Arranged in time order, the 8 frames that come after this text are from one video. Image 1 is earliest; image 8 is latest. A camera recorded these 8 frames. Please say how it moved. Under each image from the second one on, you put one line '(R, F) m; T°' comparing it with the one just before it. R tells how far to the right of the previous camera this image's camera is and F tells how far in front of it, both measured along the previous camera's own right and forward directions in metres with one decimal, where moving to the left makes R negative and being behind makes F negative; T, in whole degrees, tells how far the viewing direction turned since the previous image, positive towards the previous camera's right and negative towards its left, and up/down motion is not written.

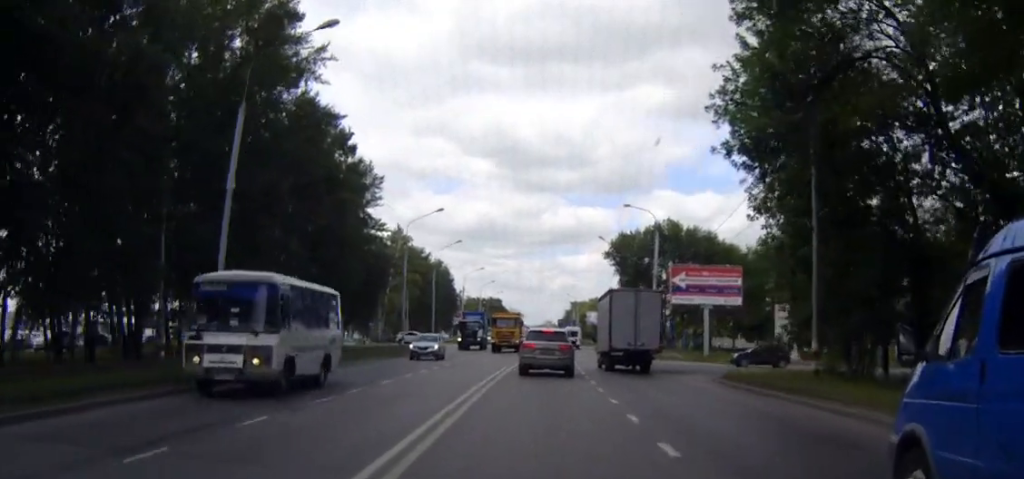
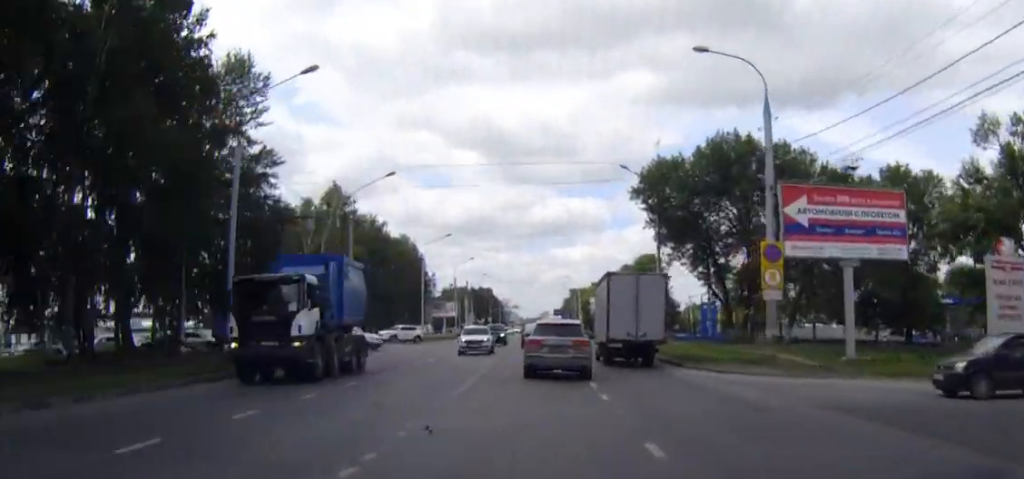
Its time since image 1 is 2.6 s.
(+0.8, +34.8) m; +2°
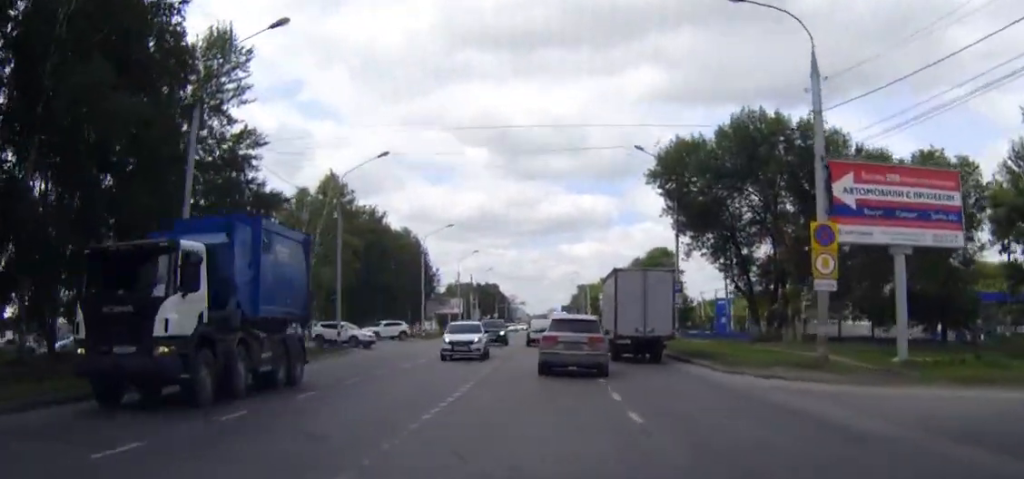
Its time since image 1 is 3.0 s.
(0.0, +5.1) m; 0°
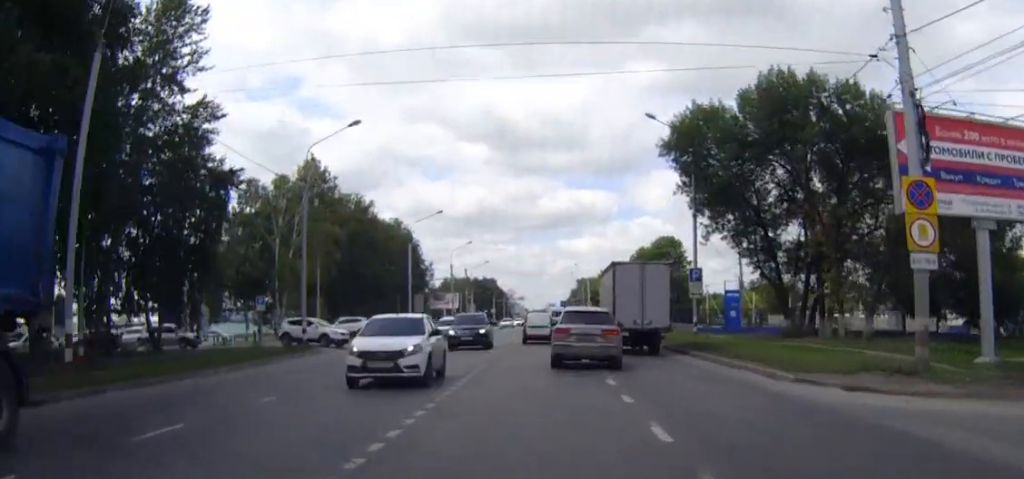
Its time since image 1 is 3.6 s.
(+0.1, +7.0) m; 0°
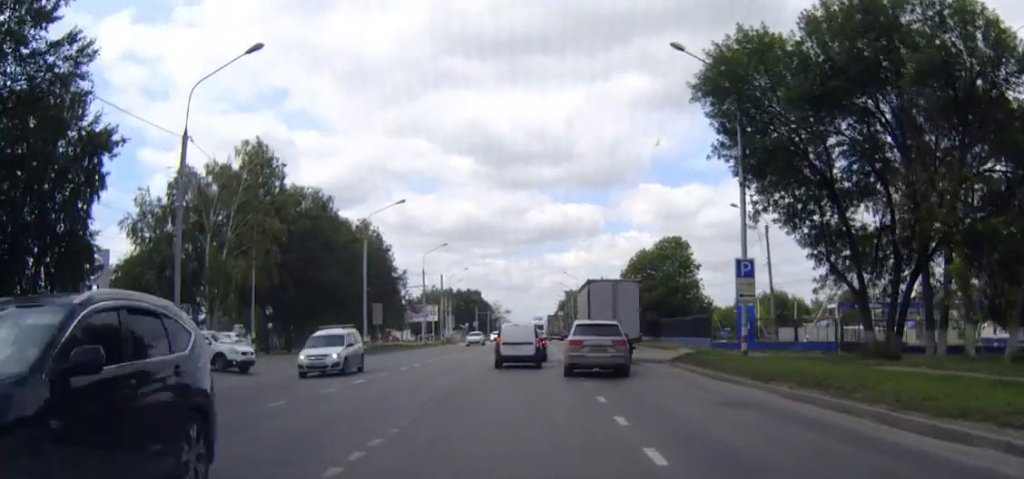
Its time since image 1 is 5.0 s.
(0.0, +14.8) m; 0°
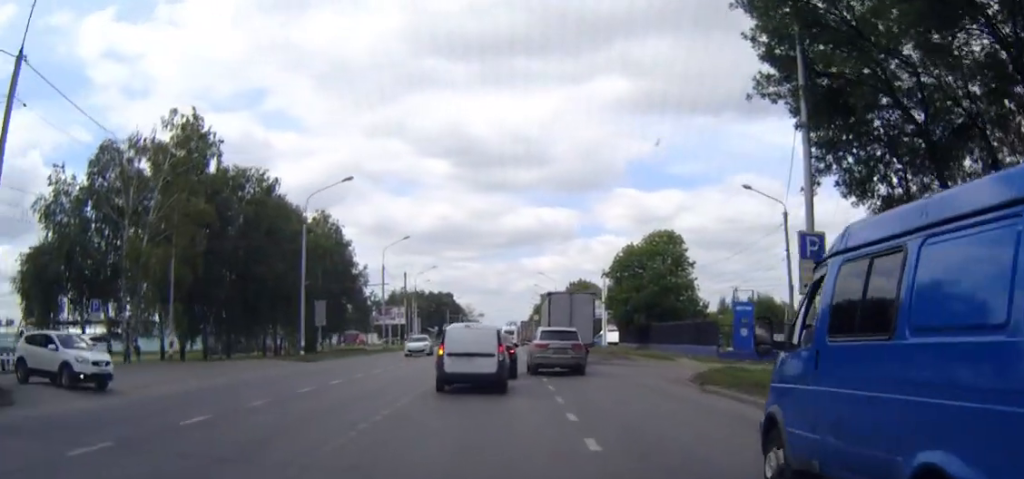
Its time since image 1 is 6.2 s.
(0.0, +11.3) m; 0°
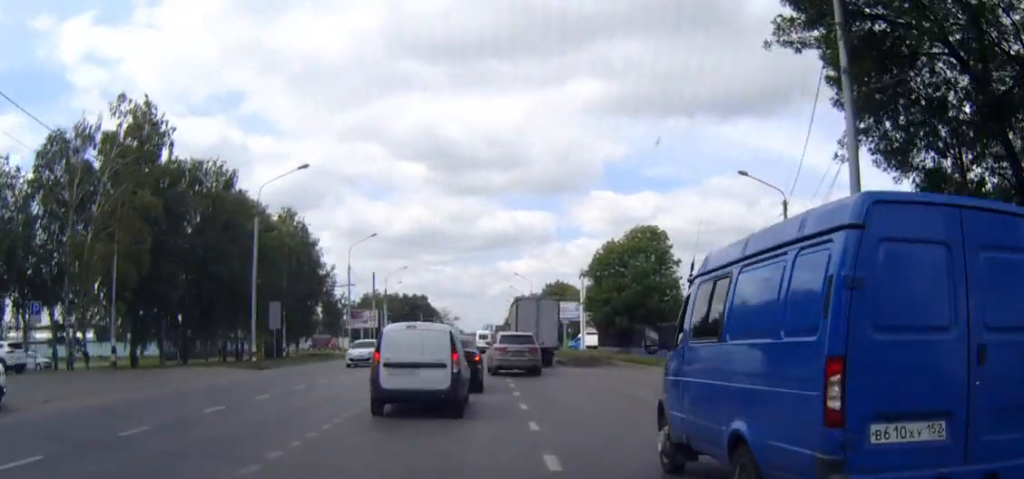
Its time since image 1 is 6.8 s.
(0.0, +4.7) m; 0°
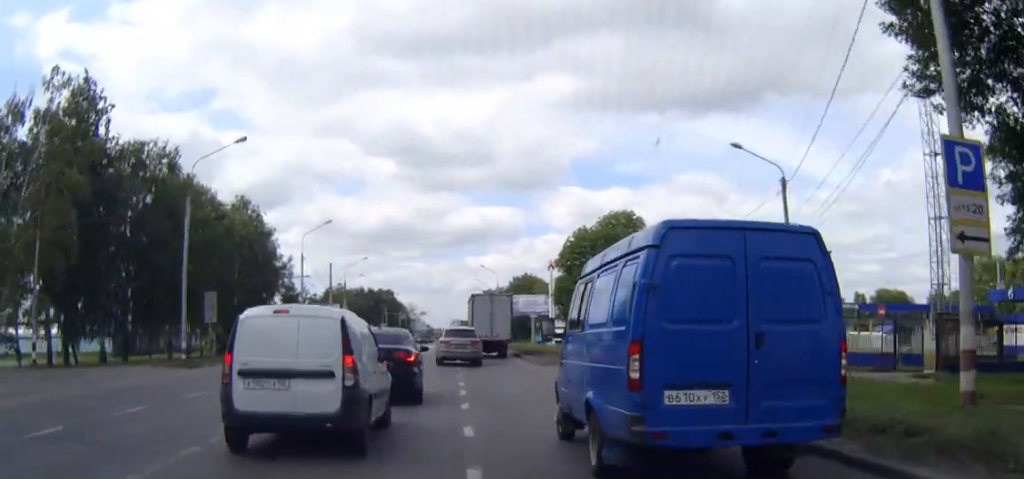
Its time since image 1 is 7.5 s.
(0.0, +5.4) m; +1°
